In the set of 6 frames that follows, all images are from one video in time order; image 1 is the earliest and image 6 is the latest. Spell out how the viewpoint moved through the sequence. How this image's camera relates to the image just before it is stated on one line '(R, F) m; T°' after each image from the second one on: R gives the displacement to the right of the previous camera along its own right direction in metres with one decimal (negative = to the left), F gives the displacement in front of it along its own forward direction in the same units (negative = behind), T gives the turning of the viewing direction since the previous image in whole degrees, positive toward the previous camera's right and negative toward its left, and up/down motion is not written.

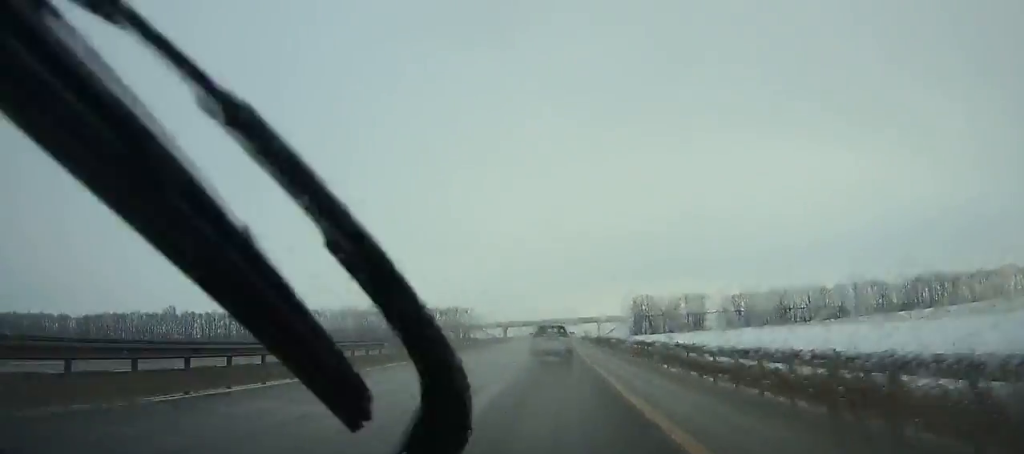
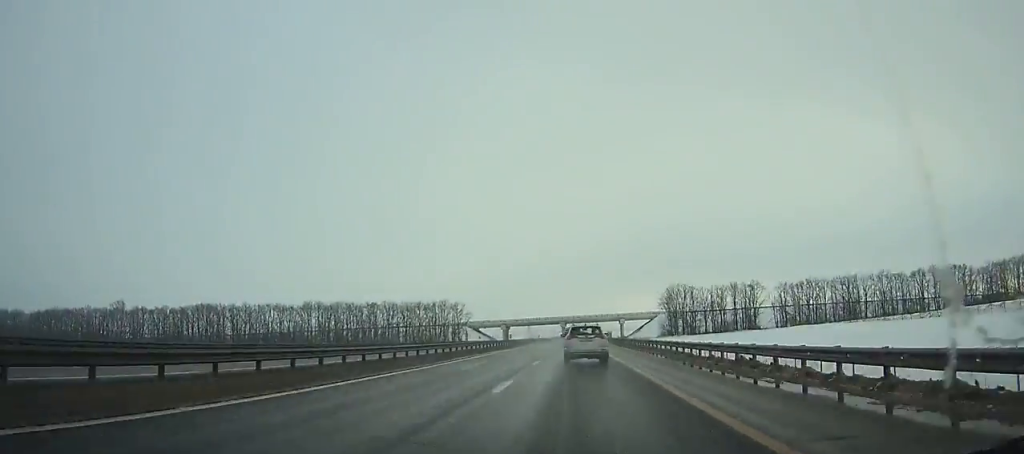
(-0.5, +50.1) m; 0°
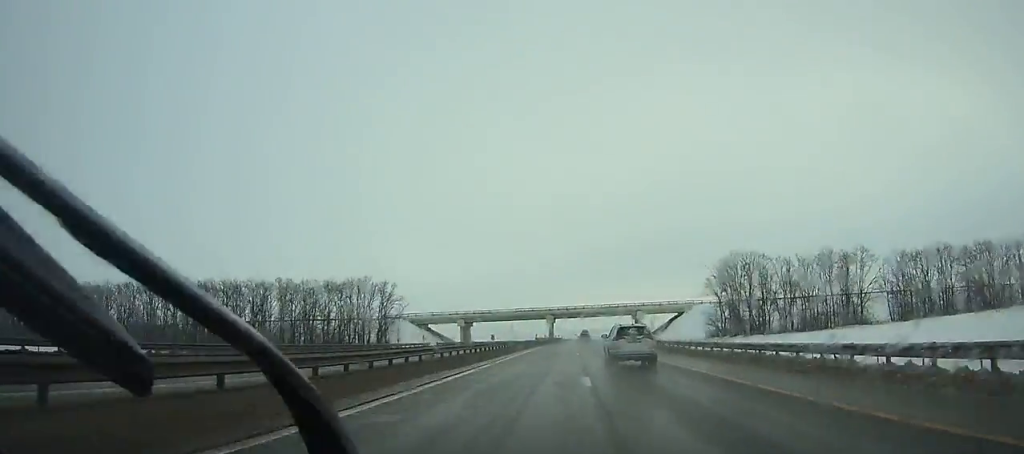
(+0.6, +70.6) m; +1°
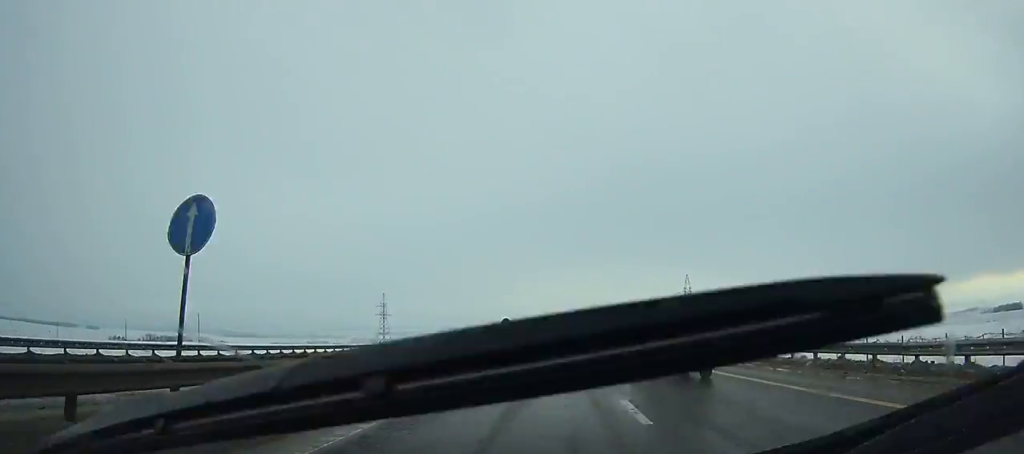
(+11.1, +280.0) m; +5°
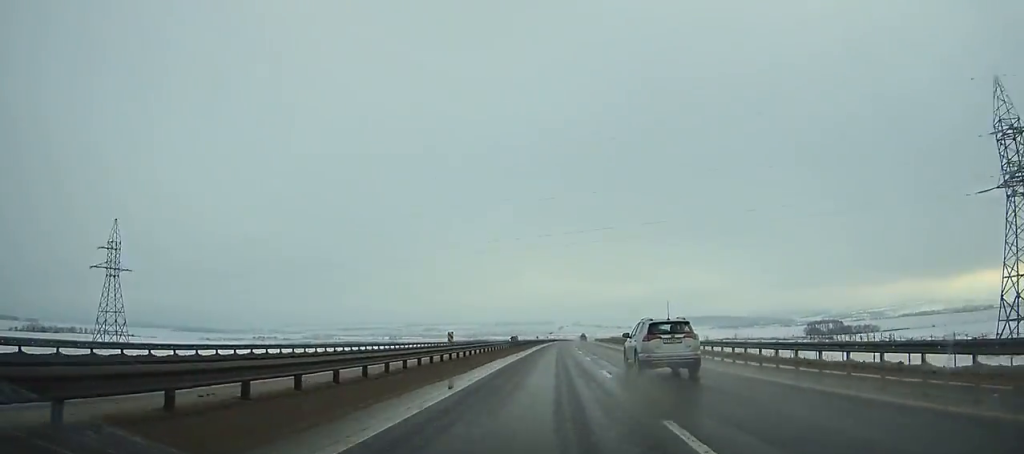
(+4.6, +169.4) m; +3°
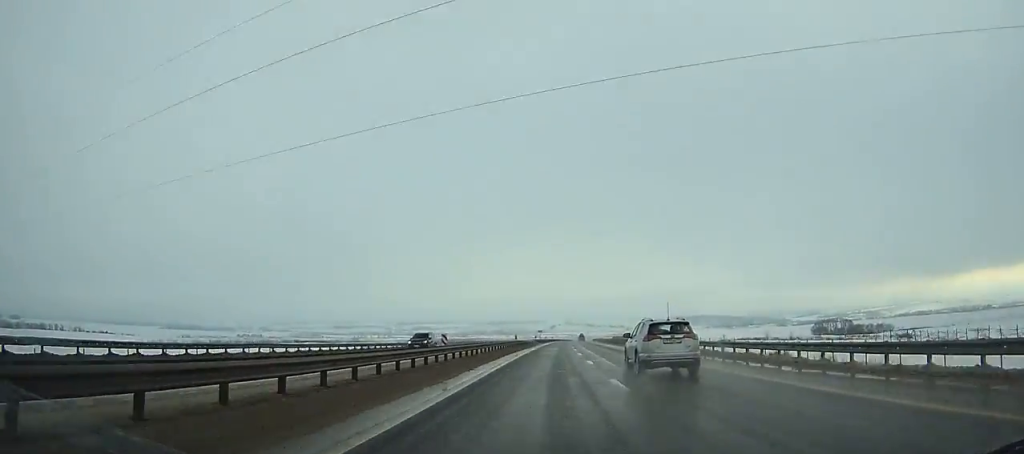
(+0.1, +40.8) m; +1°
